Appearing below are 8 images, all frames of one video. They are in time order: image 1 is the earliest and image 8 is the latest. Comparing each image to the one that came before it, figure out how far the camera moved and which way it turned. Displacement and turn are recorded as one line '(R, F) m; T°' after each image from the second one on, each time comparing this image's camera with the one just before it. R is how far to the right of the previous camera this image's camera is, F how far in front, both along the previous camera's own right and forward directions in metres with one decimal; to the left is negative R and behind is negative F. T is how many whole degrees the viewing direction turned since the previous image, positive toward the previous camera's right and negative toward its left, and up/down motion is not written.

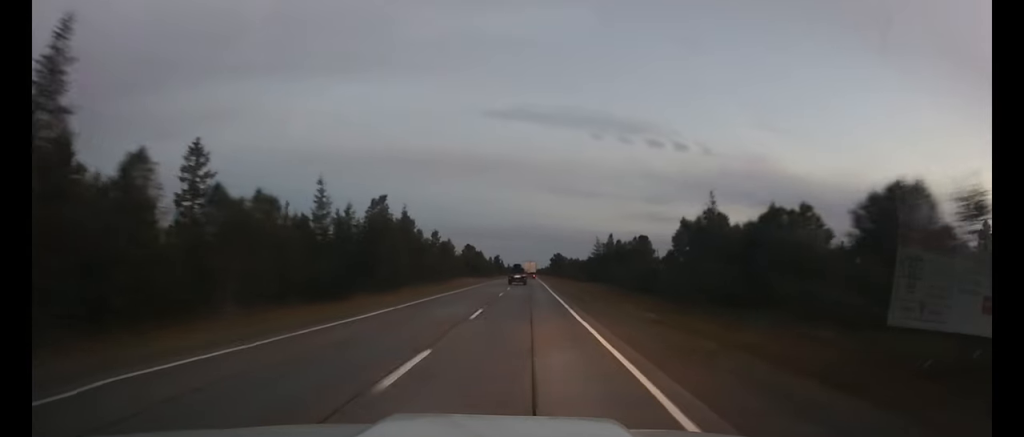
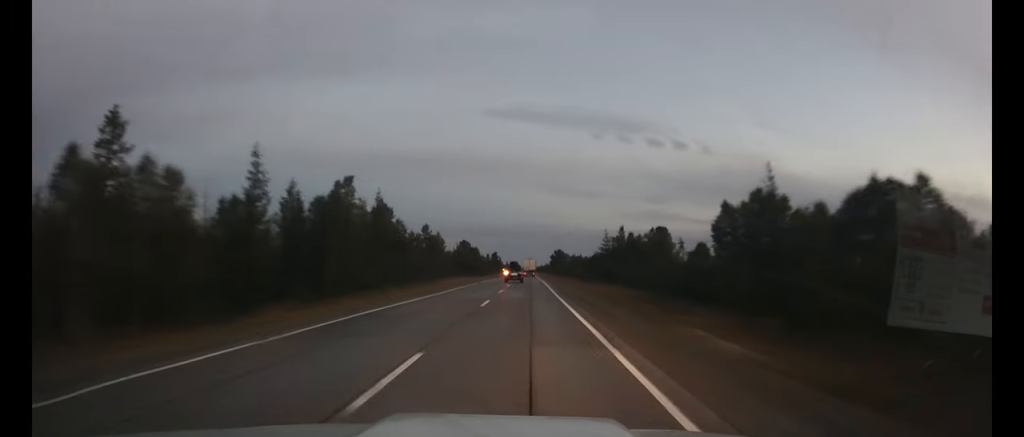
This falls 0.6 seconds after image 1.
(0.0, +12.2) m; 0°
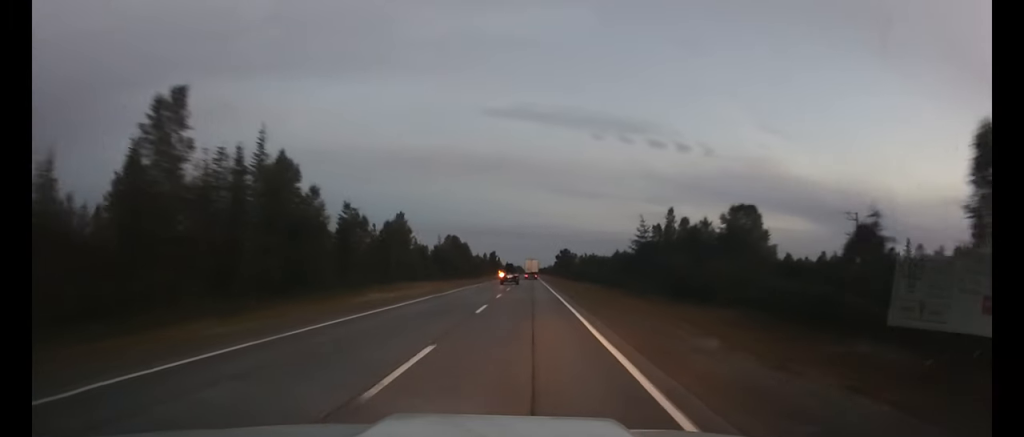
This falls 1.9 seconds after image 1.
(+0.1, +28.4) m; 0°
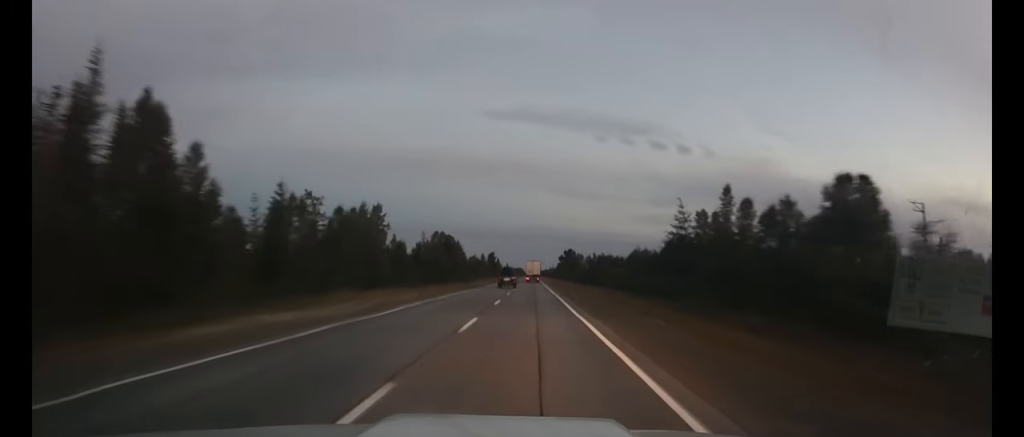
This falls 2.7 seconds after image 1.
(0.0, +16.1) m; 0°
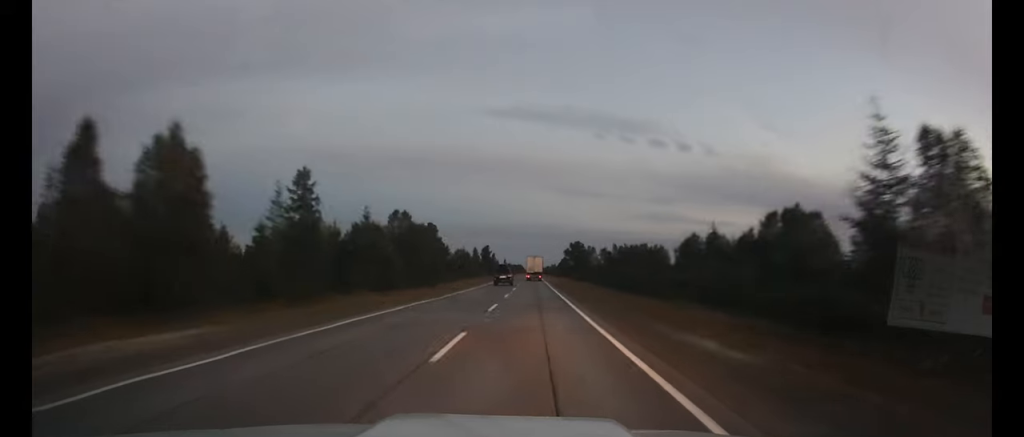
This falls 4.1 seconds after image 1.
(0.0, +29.3) m; 0°
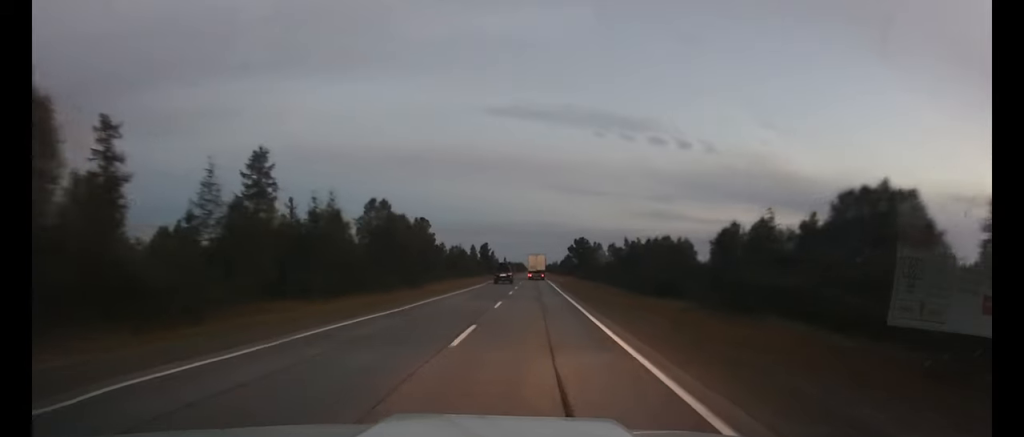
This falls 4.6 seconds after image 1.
(0.0, +10.4) m; 0°
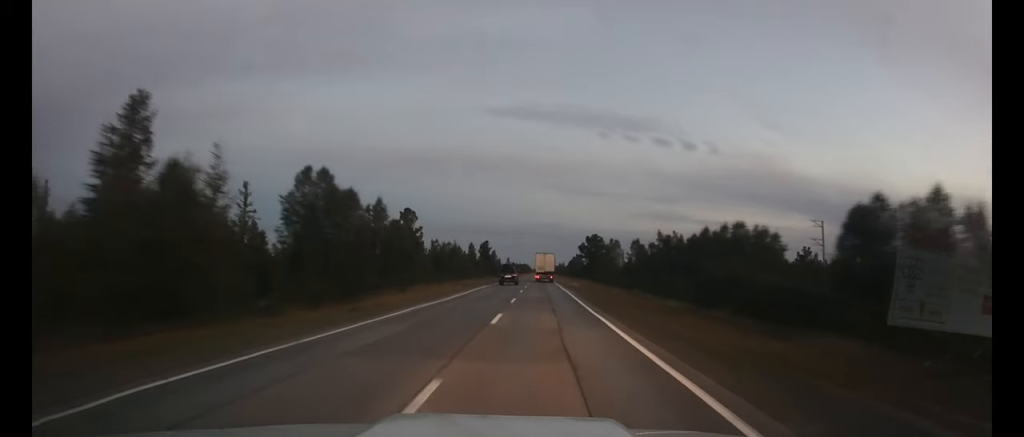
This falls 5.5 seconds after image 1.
(0.0, +18.9) m; 0°
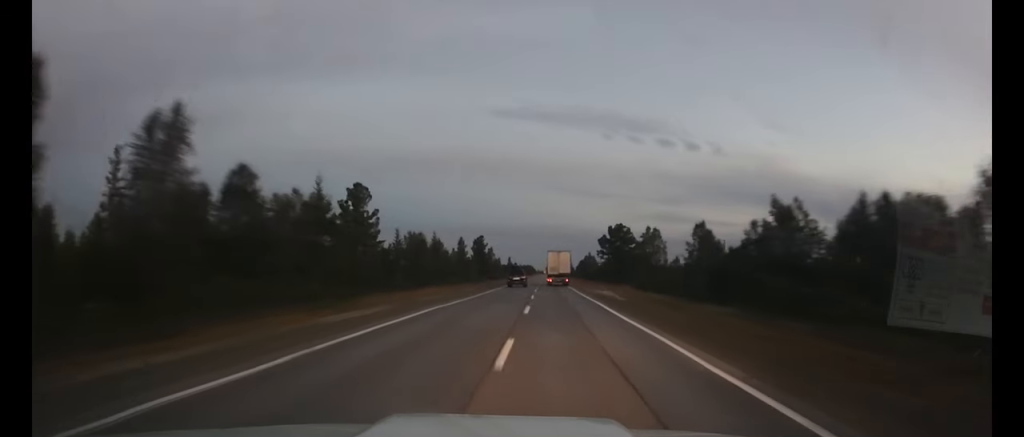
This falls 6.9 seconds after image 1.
(-0.2, +30.5) m; 0°
